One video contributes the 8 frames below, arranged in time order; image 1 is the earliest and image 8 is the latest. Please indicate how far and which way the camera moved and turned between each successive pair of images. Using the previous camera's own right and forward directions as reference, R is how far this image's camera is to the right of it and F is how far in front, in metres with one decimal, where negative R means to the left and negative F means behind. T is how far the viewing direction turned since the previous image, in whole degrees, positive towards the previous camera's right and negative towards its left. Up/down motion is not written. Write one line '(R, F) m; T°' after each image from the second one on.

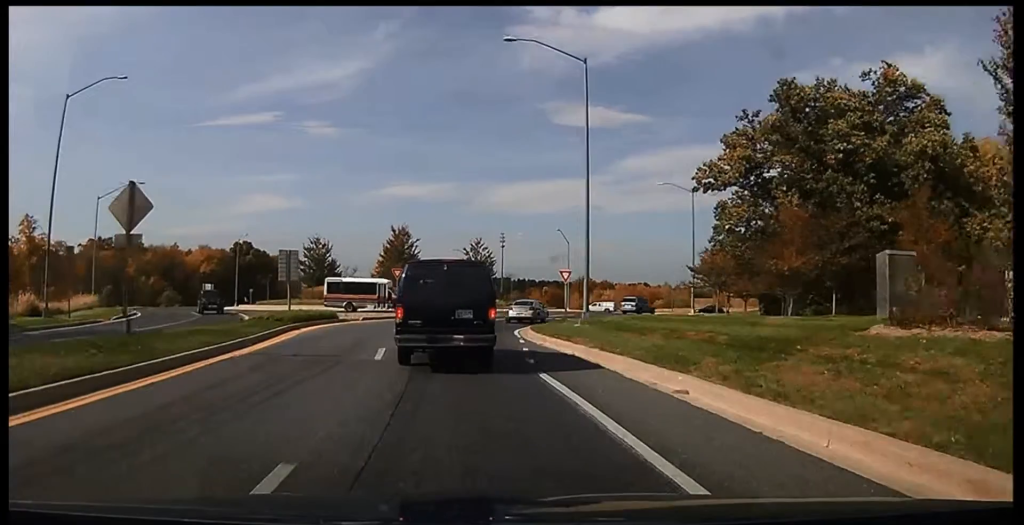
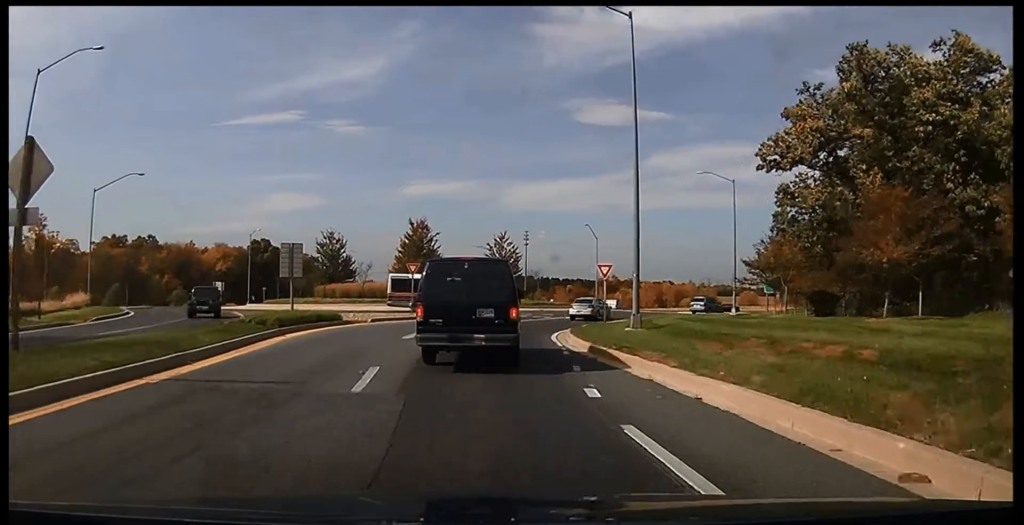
(0.0, +6.4) m; -1°
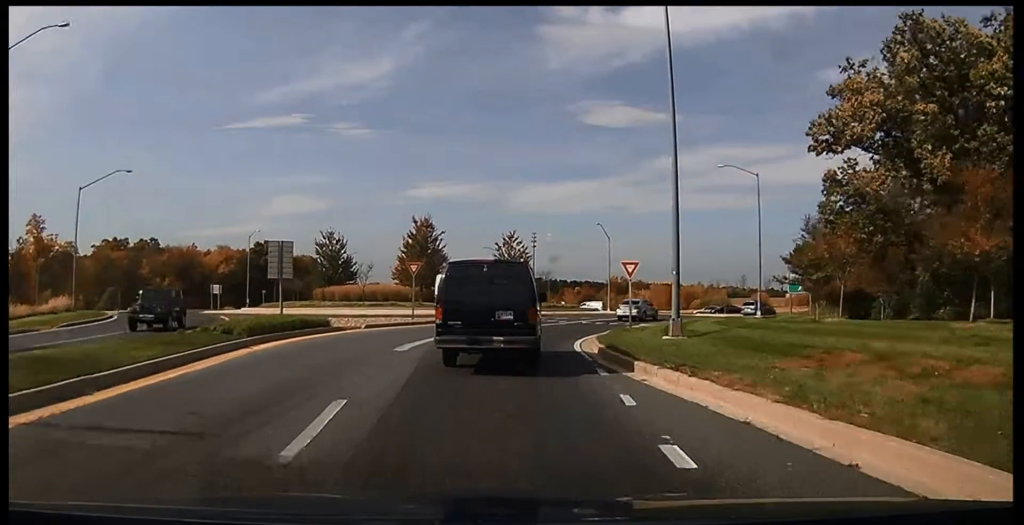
(0.0, +4.9) m; -2°
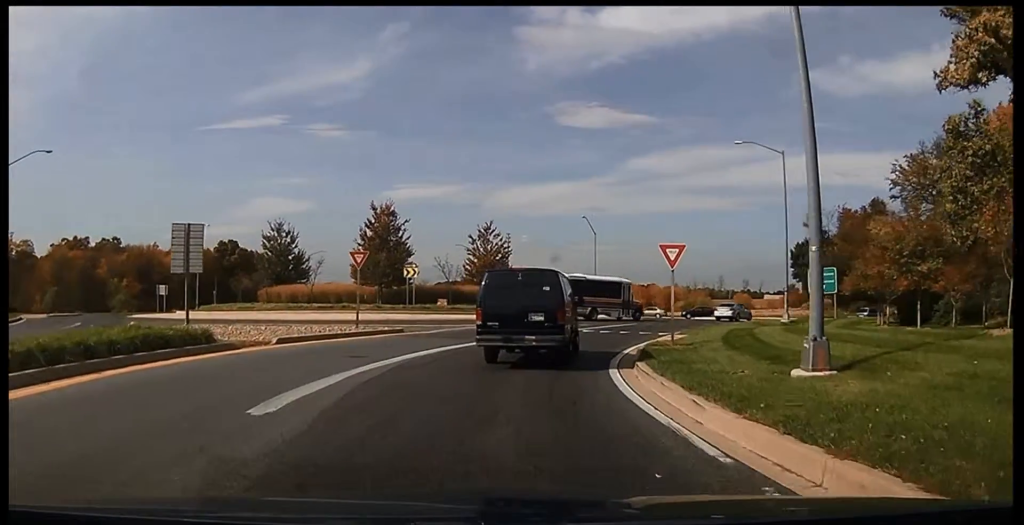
(-0.8, +11.3) m; -6°
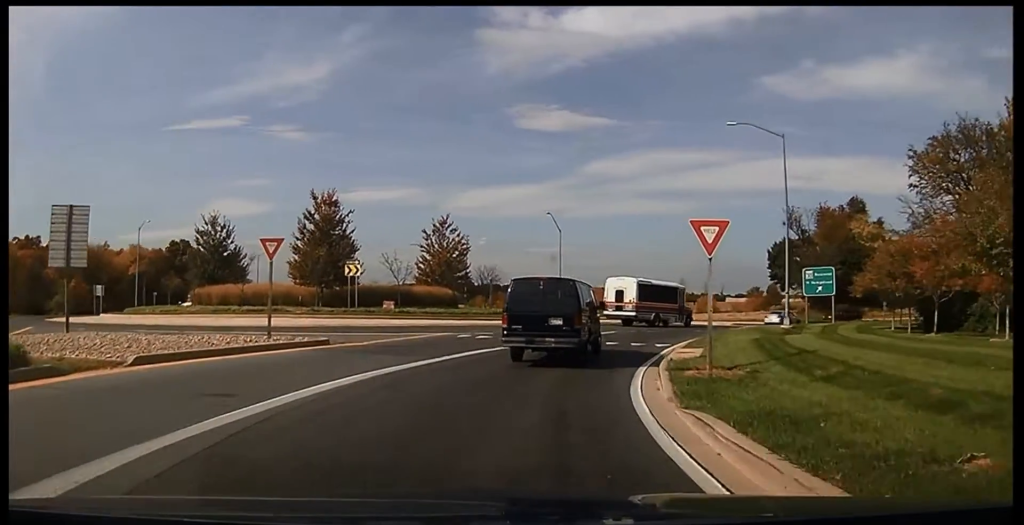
(0.0, +6.3) m; +4°
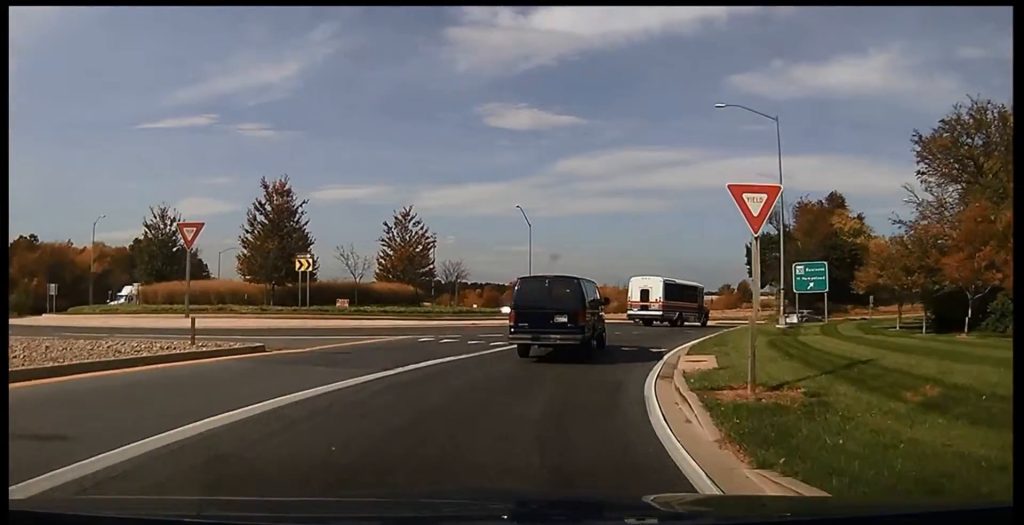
(+0.1, +3.7) m; +4°
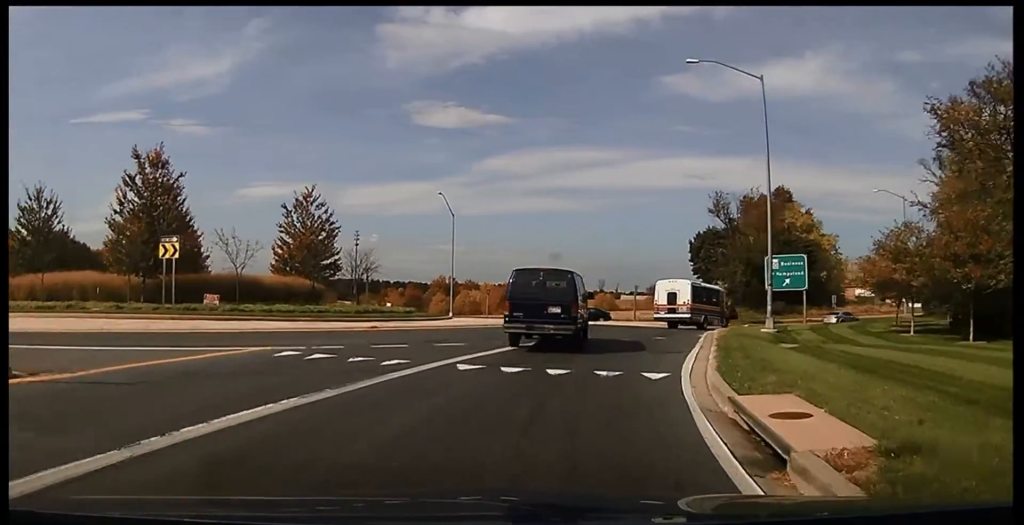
(+0.5, +6.9) m; +9°
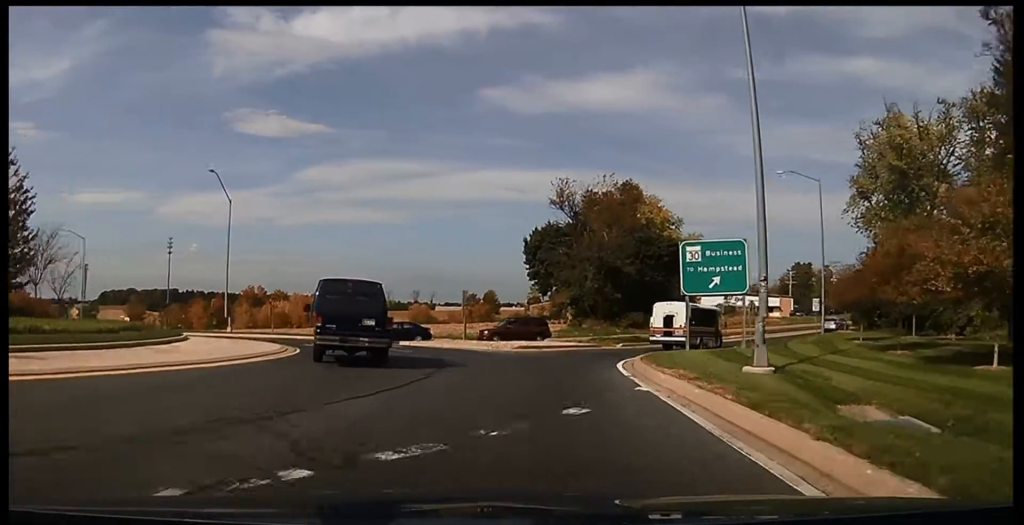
(+1.0, +13.5) m; +10°
